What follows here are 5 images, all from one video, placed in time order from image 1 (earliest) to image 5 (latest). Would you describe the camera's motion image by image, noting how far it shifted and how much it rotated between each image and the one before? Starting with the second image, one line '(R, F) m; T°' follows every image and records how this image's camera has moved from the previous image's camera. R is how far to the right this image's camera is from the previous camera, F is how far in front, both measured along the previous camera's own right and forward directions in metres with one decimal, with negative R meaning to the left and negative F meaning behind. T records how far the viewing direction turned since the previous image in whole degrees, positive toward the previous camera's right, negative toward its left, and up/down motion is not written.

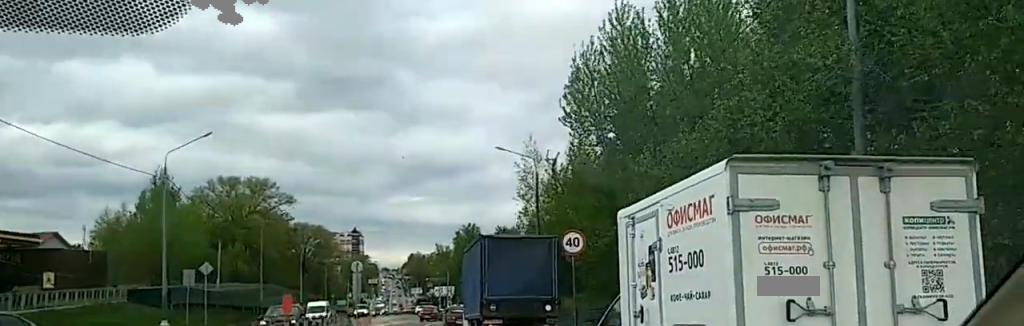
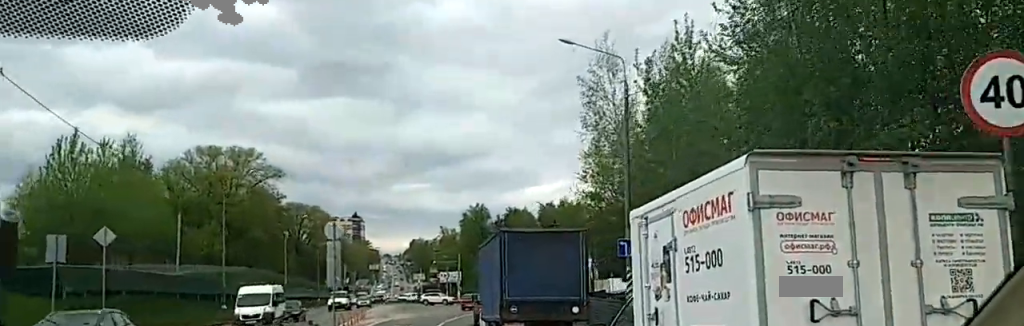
(-0.2, +19.7) m; -1°
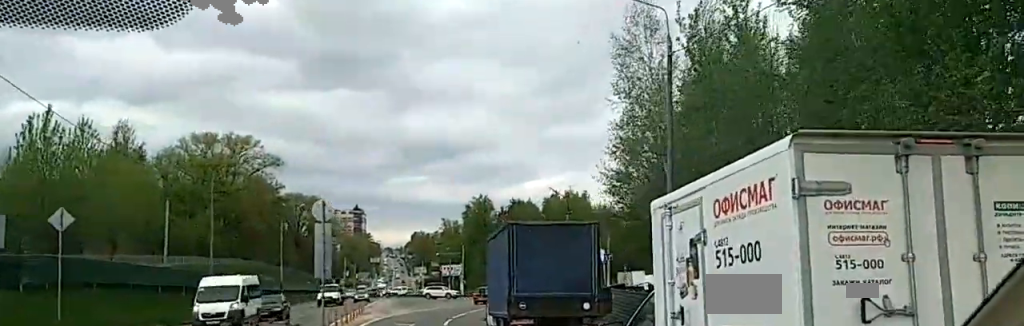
(0.0, +4.6) m; 0°
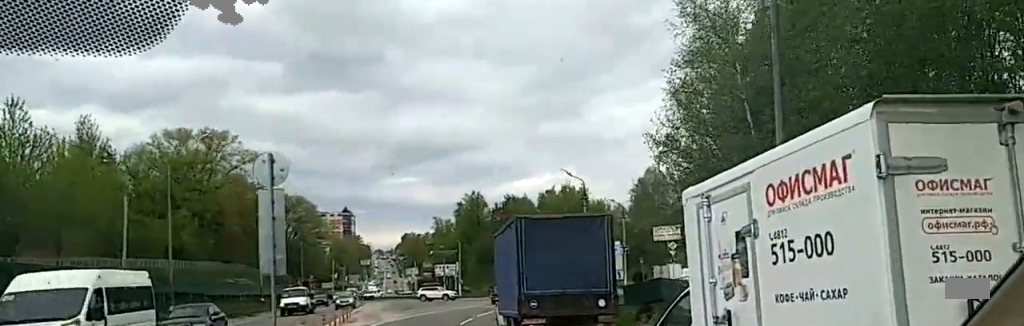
(0.0, +8.7) m; +1°
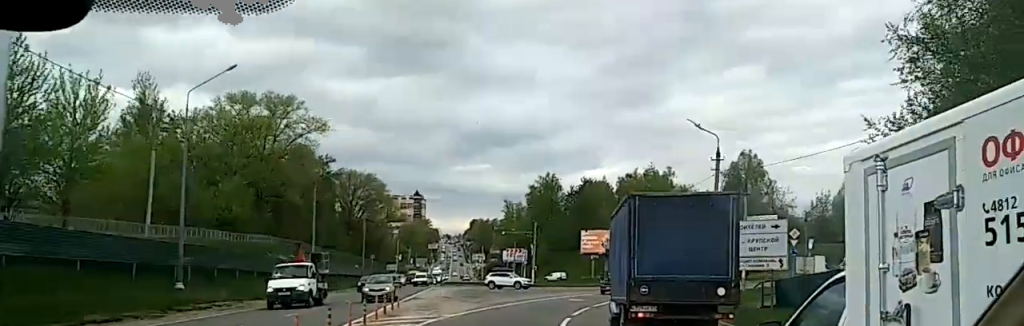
(+0.2, +12.5) m; +2°
